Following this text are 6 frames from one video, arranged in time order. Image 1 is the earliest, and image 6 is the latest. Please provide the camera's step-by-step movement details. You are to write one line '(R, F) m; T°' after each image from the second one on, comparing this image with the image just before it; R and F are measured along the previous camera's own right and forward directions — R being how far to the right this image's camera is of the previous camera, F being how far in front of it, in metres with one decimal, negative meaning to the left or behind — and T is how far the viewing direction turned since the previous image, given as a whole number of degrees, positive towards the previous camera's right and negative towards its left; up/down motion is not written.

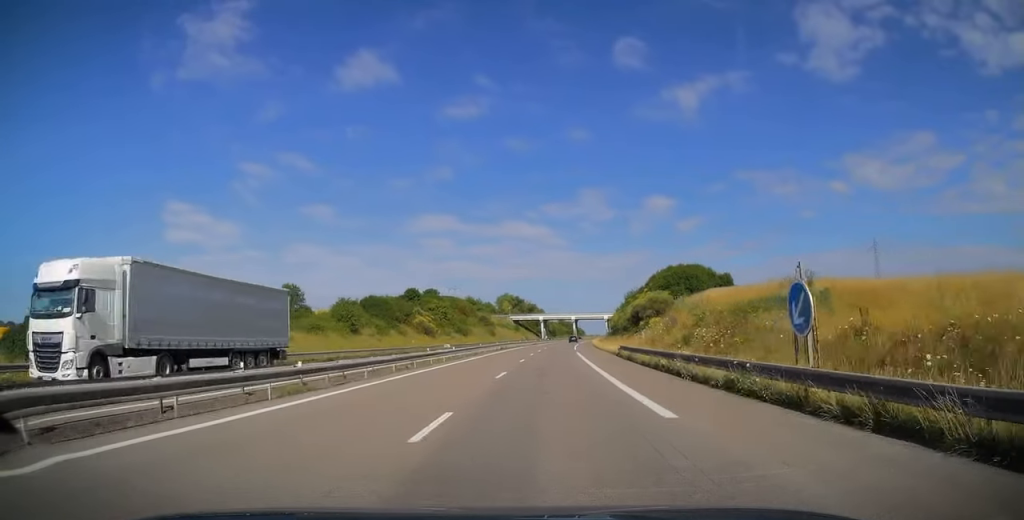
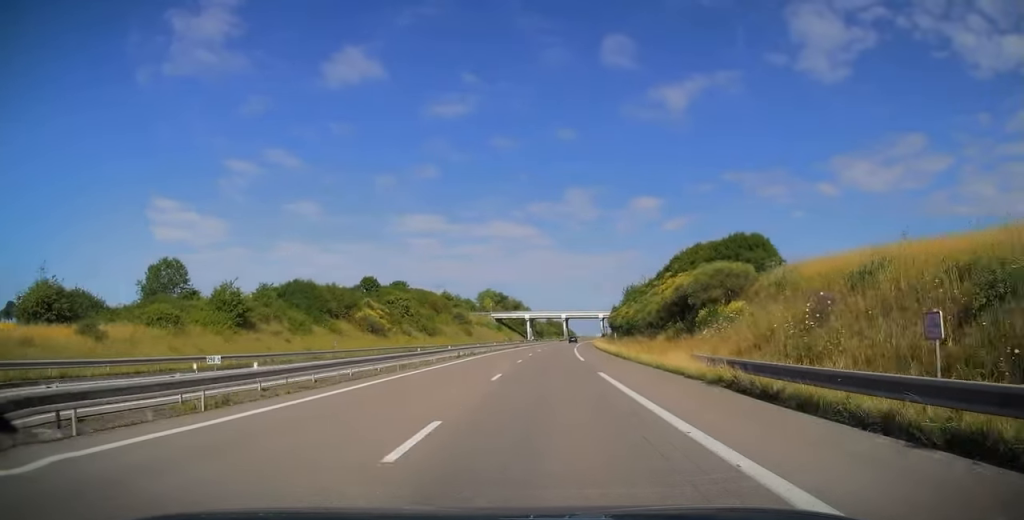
(+0.4, +26.7) m; +2°
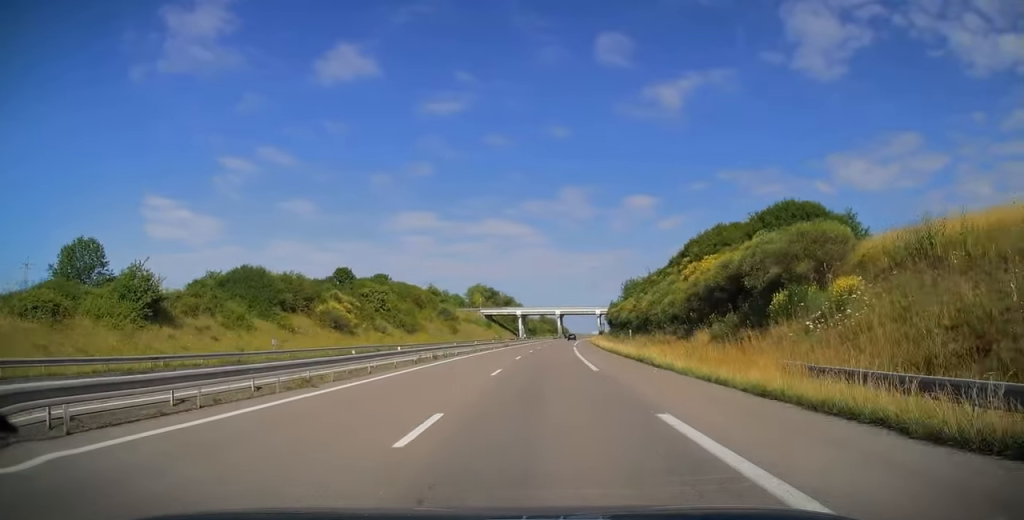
(+0.2, +12.1) m; +1°
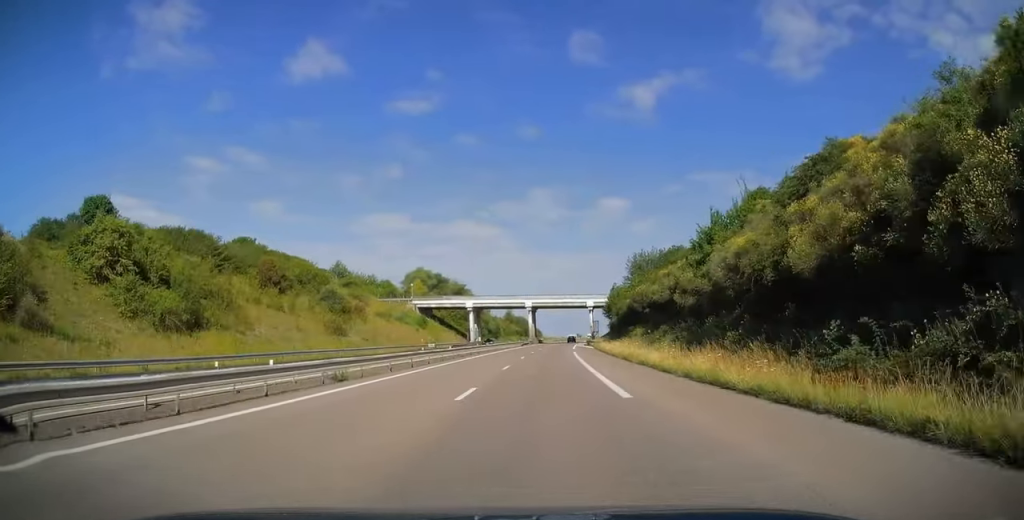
(+1.6, +60.2) m; +2°
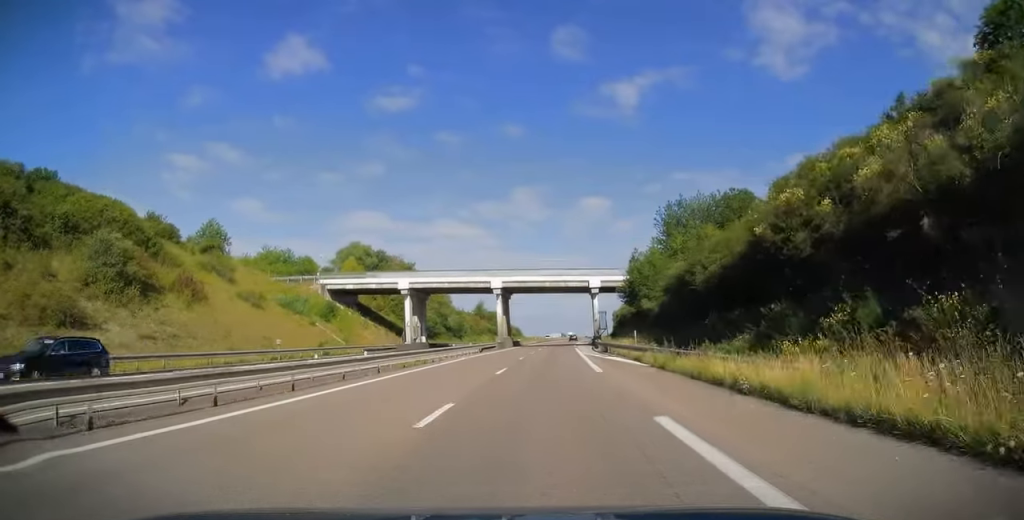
(+0.1, +42.4) m; +2°
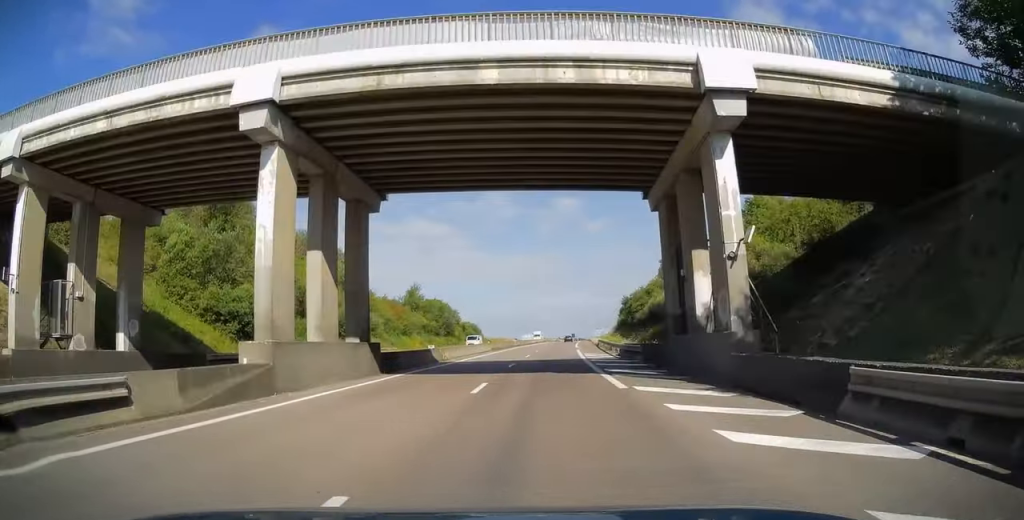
(+1.7, +57.5) m; +3°
